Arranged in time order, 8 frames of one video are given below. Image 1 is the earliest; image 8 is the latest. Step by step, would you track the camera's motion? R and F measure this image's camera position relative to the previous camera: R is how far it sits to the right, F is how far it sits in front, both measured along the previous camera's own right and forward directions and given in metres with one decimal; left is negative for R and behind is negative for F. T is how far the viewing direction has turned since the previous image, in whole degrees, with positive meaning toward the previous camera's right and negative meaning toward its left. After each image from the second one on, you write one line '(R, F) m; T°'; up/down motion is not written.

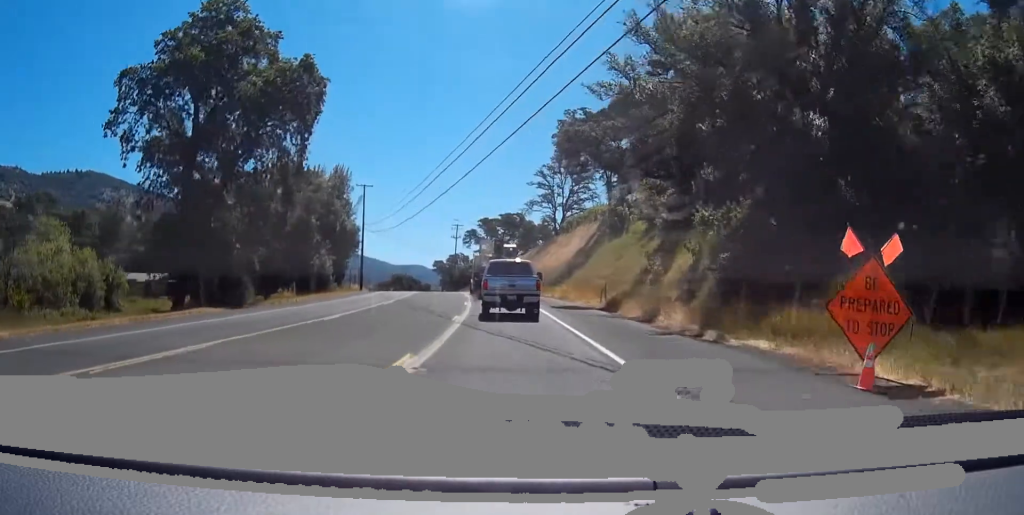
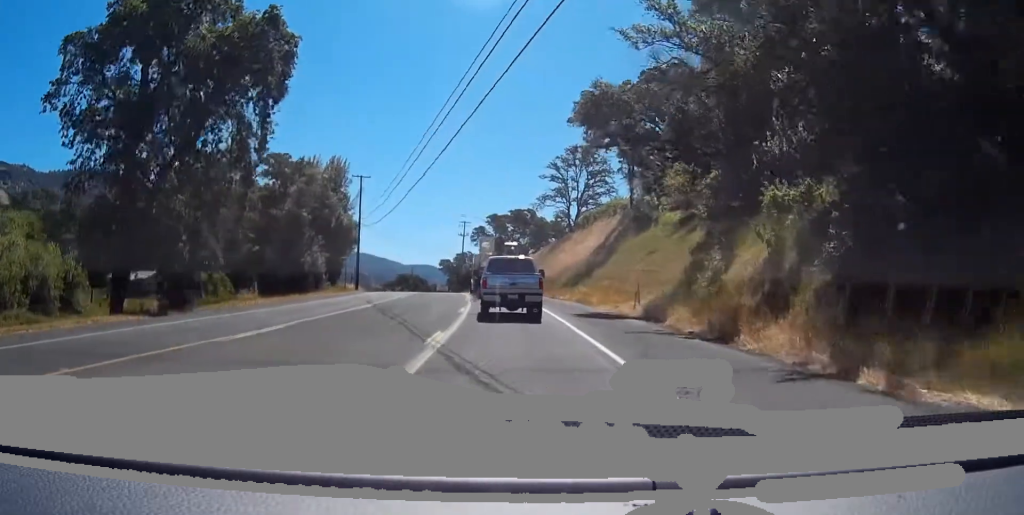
(0.0, +9.6) m; 0°
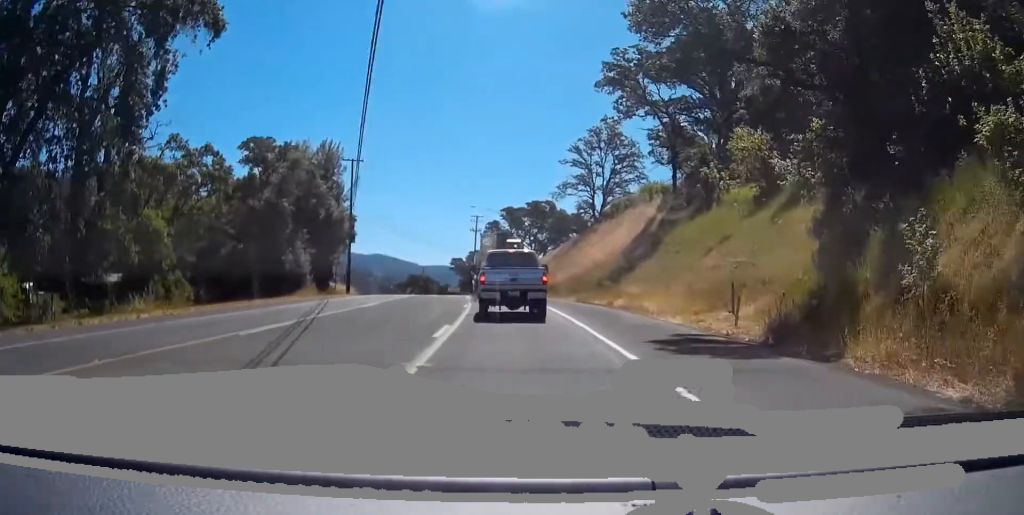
(0.0, +14.9) m; 0°
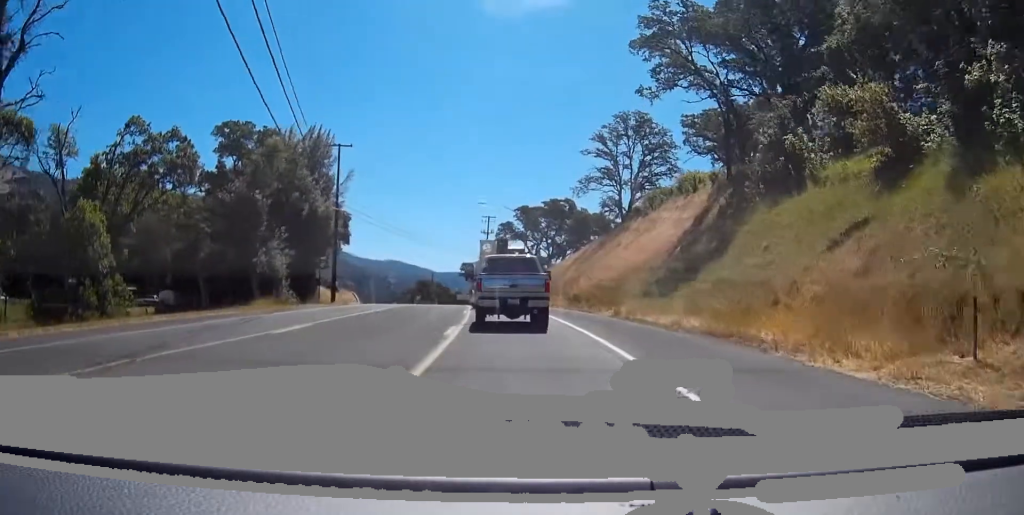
(0.0, +14.0) m; -1°
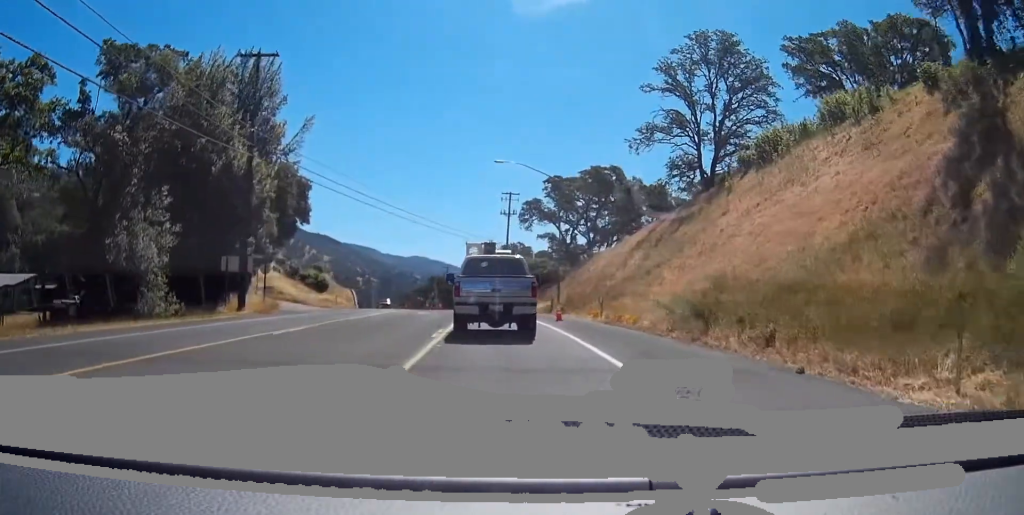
(-0.9, +32.0) m; -3°
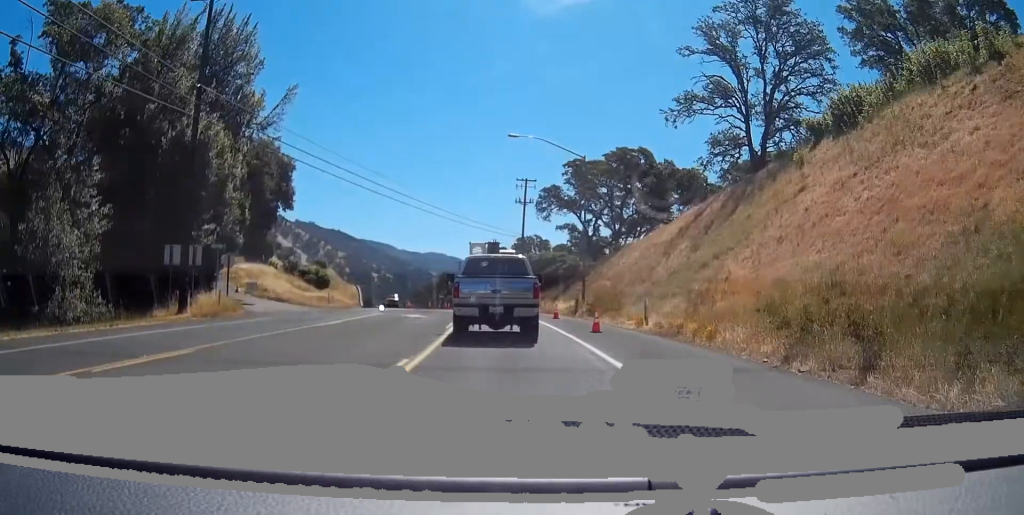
(-0.1, +9.9) m; -2°
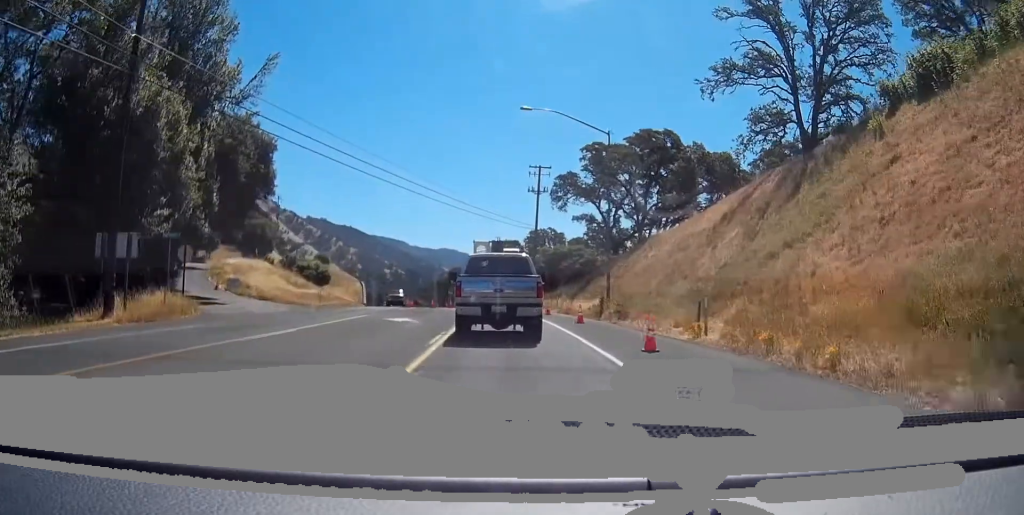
(0.0, +7.8) m; -2°
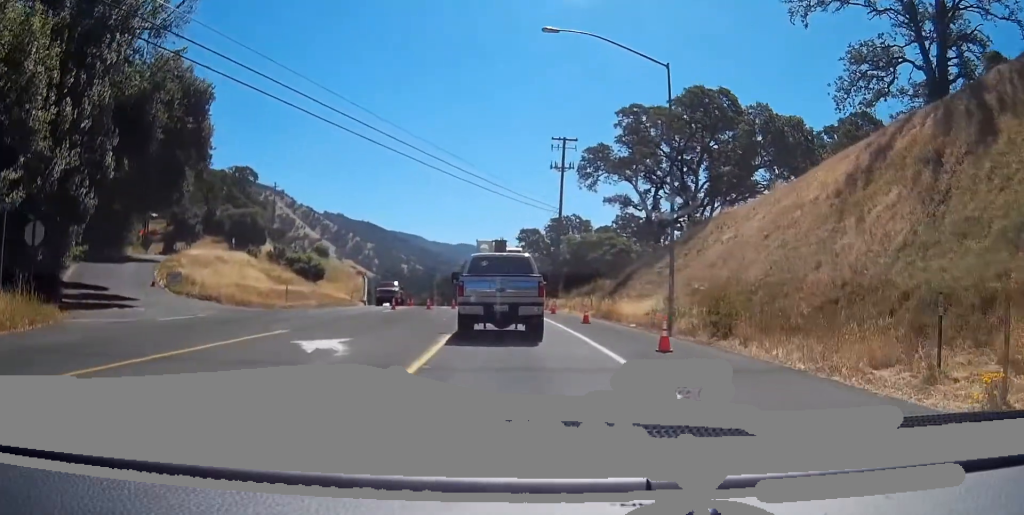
(-0.9, +13.7) m; -4°
